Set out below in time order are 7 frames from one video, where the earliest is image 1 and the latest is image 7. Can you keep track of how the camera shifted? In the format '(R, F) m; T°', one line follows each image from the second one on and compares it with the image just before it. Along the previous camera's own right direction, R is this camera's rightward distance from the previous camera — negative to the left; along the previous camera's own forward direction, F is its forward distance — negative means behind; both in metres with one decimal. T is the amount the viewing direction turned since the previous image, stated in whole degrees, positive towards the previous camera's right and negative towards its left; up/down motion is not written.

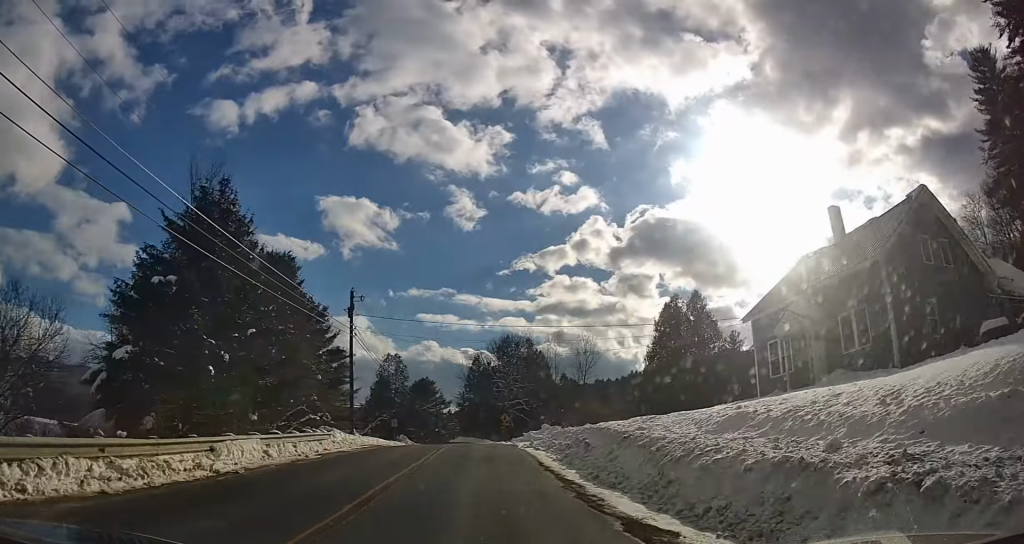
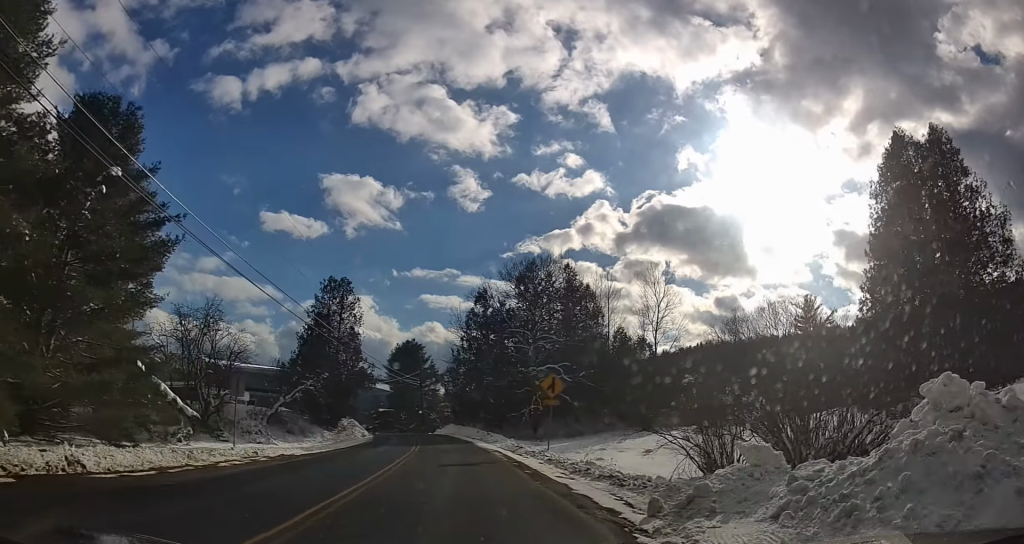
(-0.5, +42.0) m; -1°
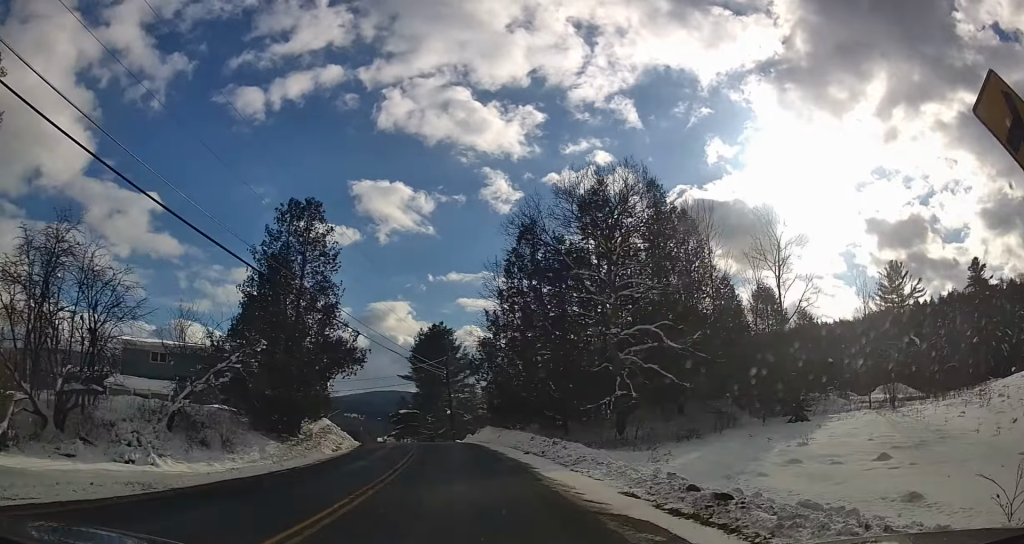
(-0.3, +21.6) m; 0°
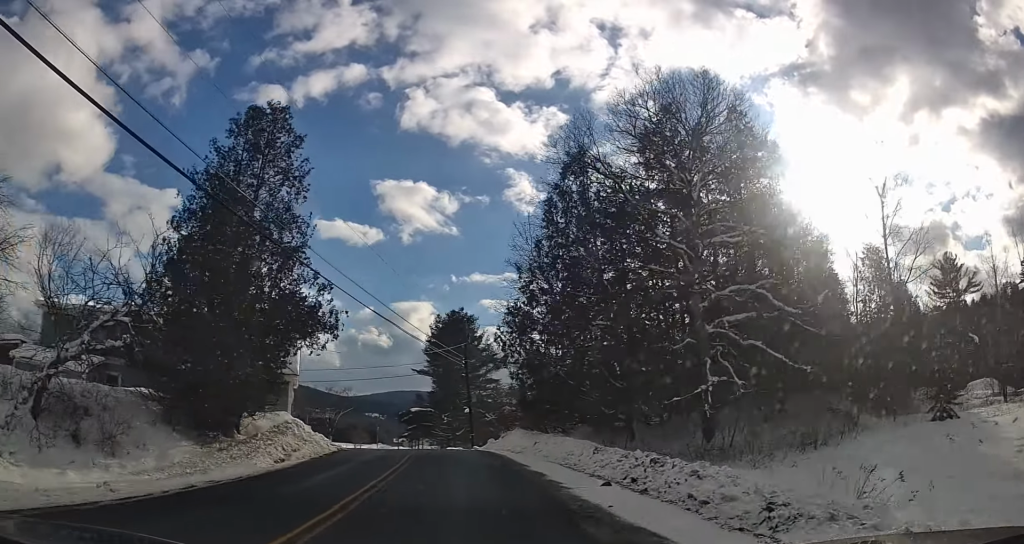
(+0.1, +11.1) m; -1°
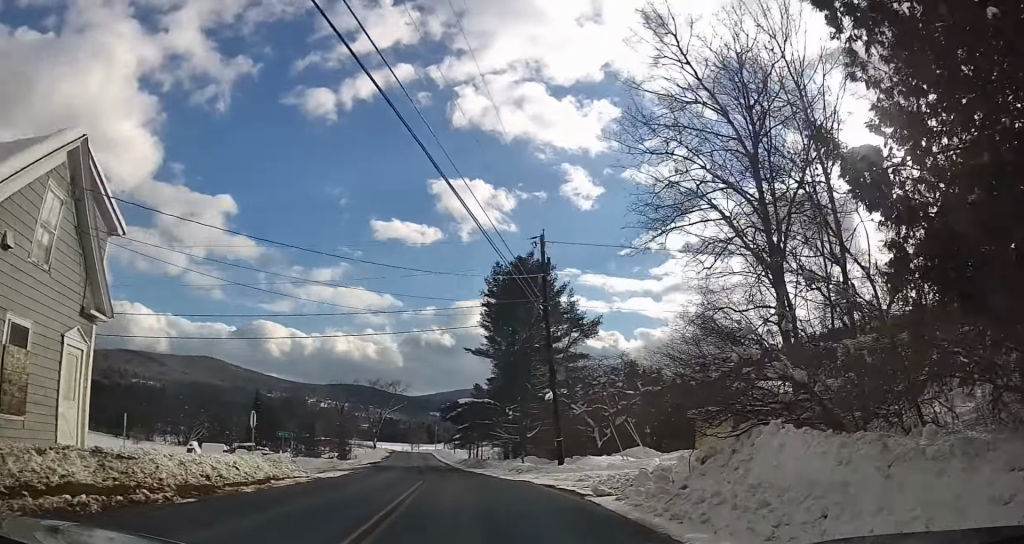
(-0.4, +23.0) m; -5°
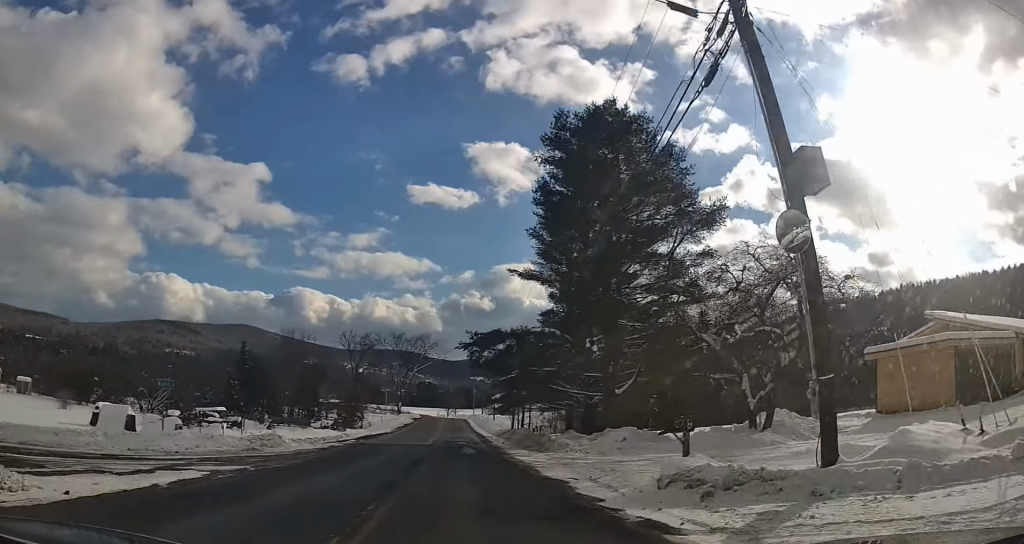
(-1.3, +20.0) m; -6°
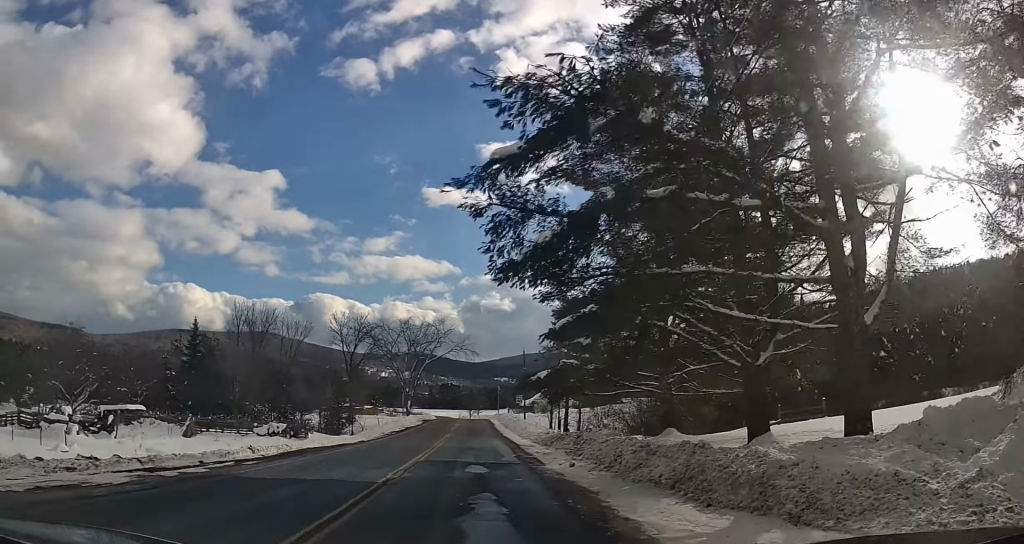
(-0.5, +18.7) m; -3°
